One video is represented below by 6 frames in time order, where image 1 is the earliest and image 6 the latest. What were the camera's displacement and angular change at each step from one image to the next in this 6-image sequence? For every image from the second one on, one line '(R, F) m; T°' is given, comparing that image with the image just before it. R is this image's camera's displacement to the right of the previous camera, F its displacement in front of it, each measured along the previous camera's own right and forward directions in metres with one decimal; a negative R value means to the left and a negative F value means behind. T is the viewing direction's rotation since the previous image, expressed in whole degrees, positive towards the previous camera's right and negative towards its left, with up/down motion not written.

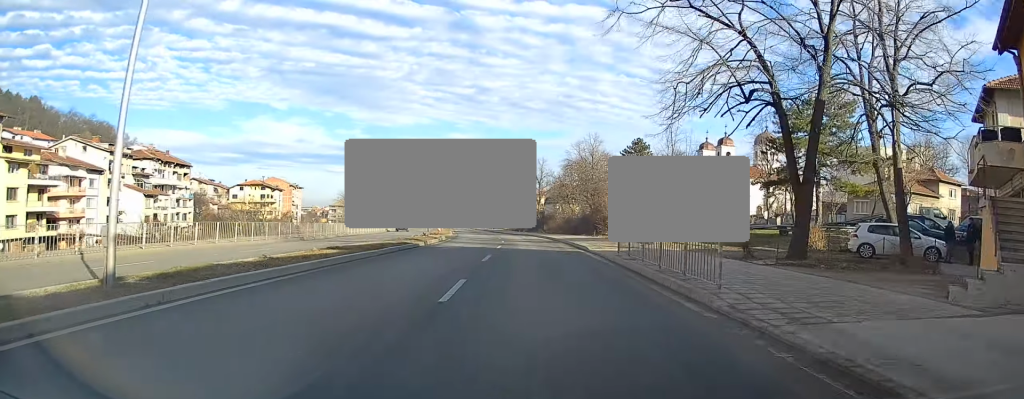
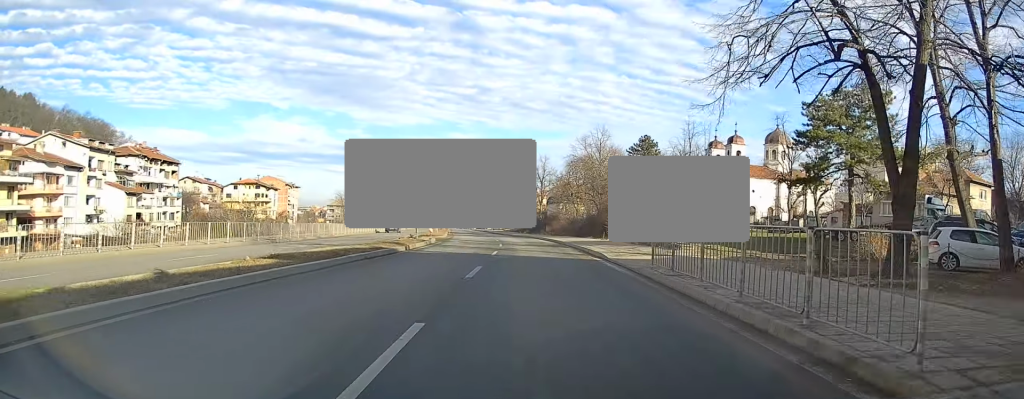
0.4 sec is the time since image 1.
(+0.1, +5.4) m; 0°
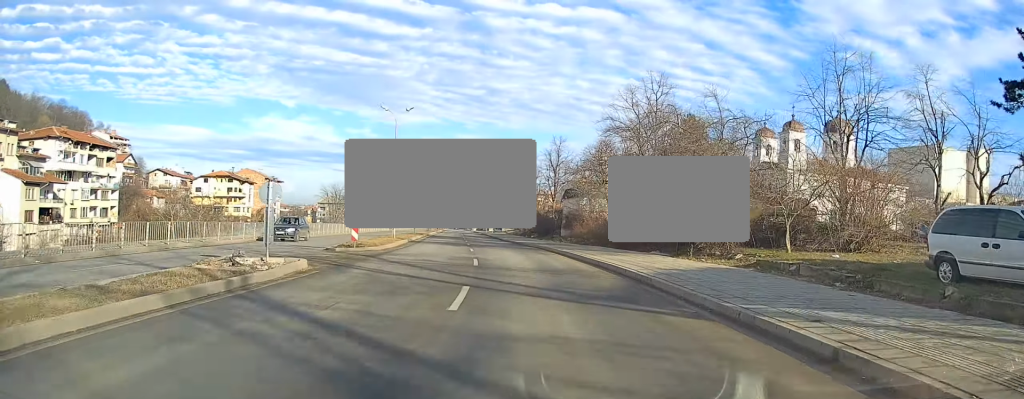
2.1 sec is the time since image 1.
(-0.4, +23.6) m; -2°
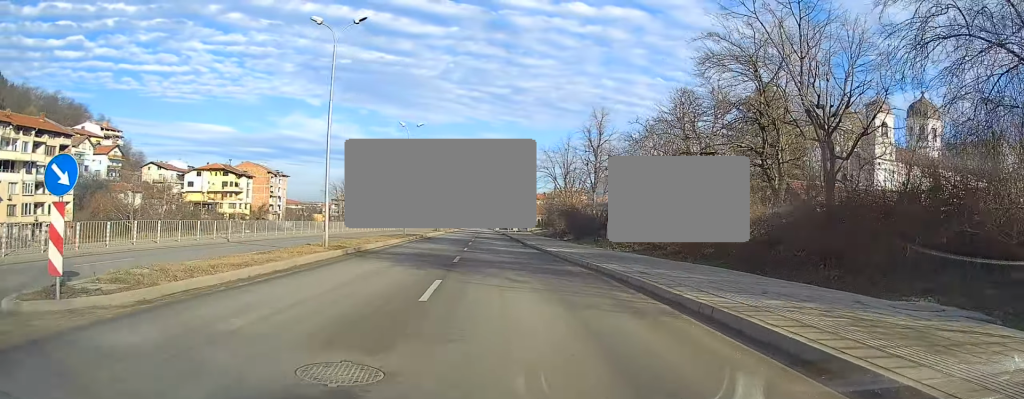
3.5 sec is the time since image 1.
(-0.2, +18.3) m; -2°
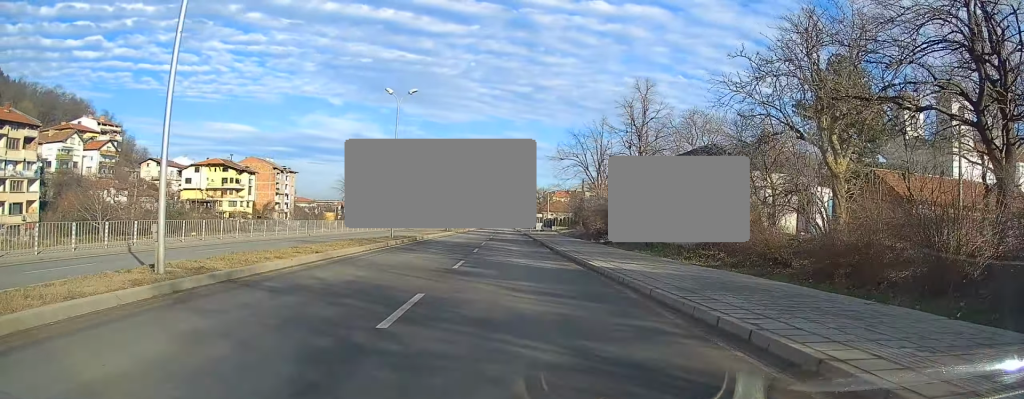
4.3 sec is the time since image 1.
(-0.1, +11.6) m; -1°
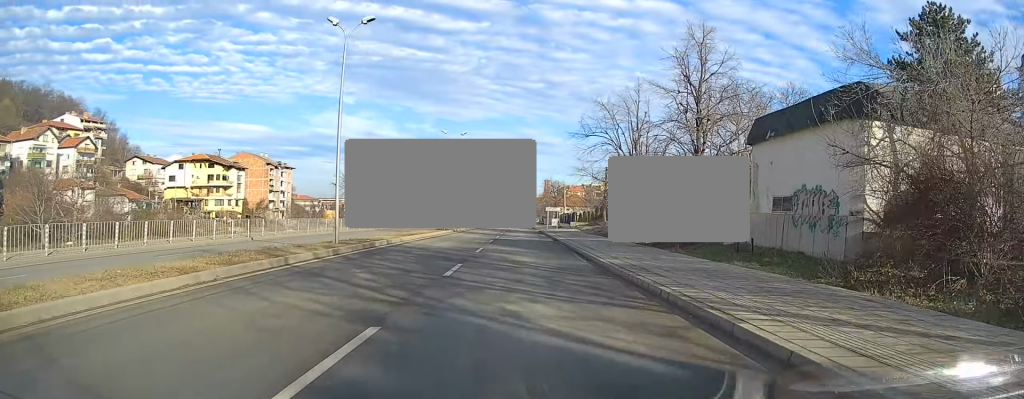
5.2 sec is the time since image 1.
(-0.2, +12.5) m; -1°
